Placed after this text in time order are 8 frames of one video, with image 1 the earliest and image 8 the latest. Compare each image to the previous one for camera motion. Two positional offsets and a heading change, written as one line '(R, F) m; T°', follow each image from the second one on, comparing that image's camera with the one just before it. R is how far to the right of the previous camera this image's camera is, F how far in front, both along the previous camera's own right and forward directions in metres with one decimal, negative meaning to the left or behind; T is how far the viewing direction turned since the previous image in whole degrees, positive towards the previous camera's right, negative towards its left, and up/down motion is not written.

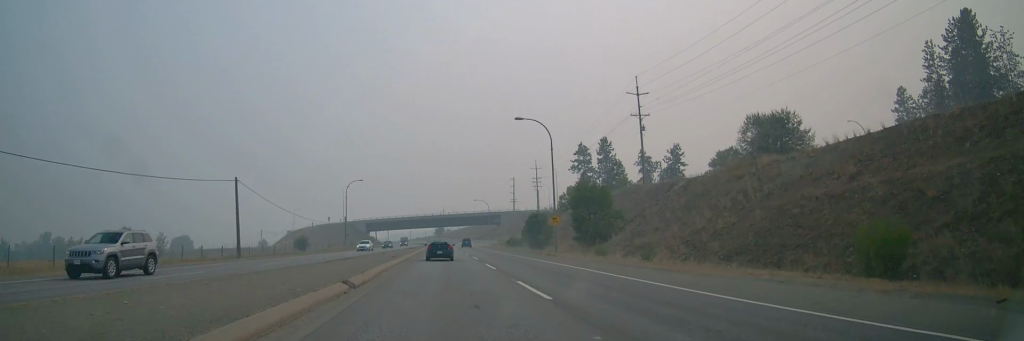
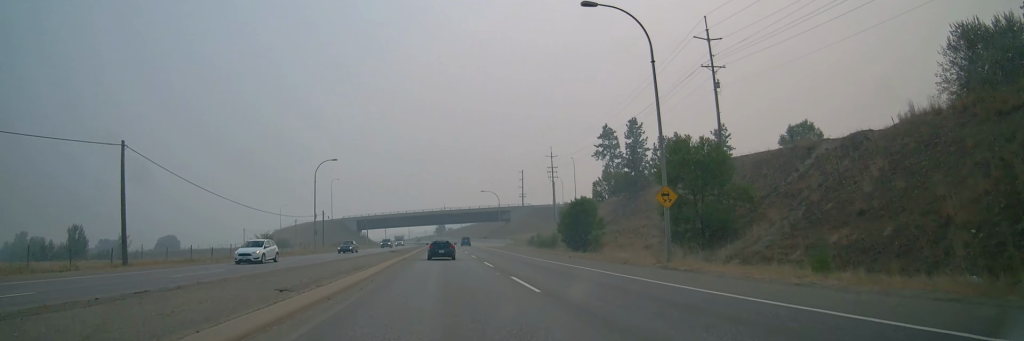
(+0.1, +24.3) m; 0°
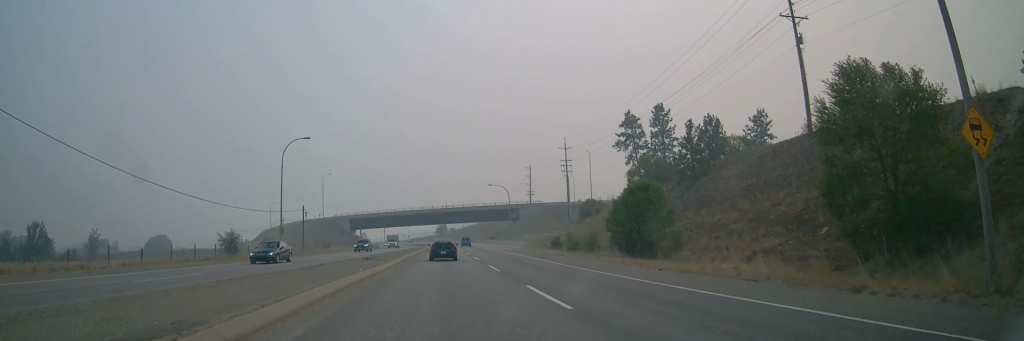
(0.0, +15.9) m; 0°
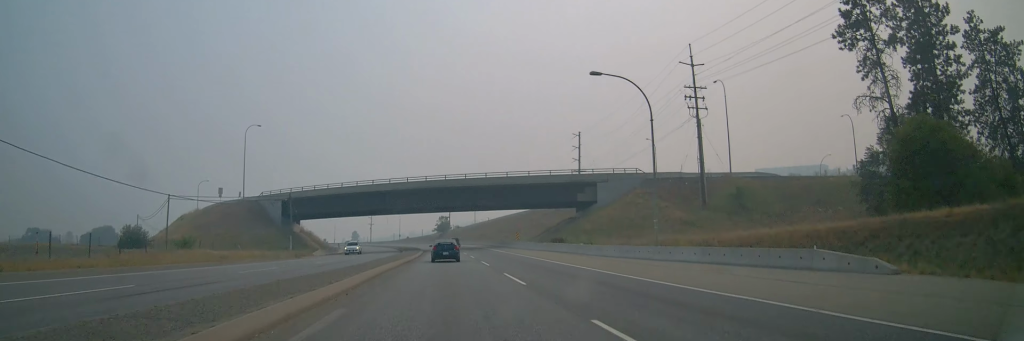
(-0.1, +72.4) m; 0°
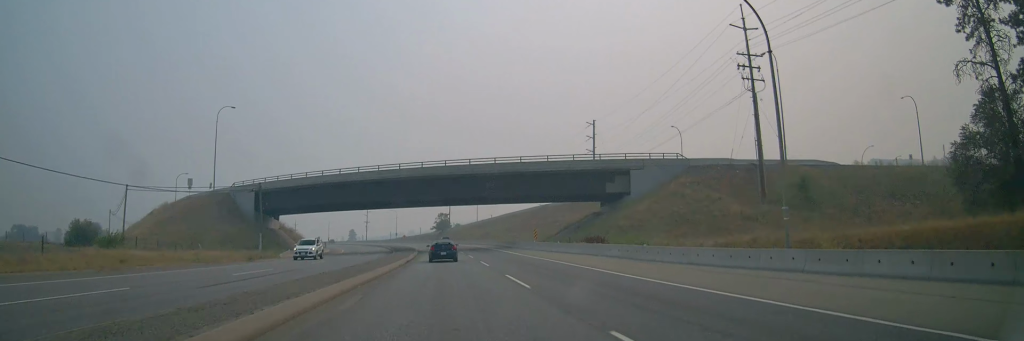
(0.0, +13.8) m; 0°
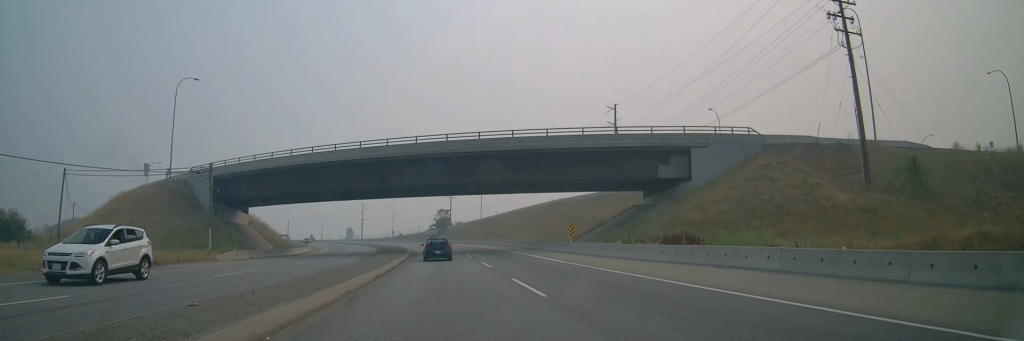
(+0.2, +15.5) m; -1°
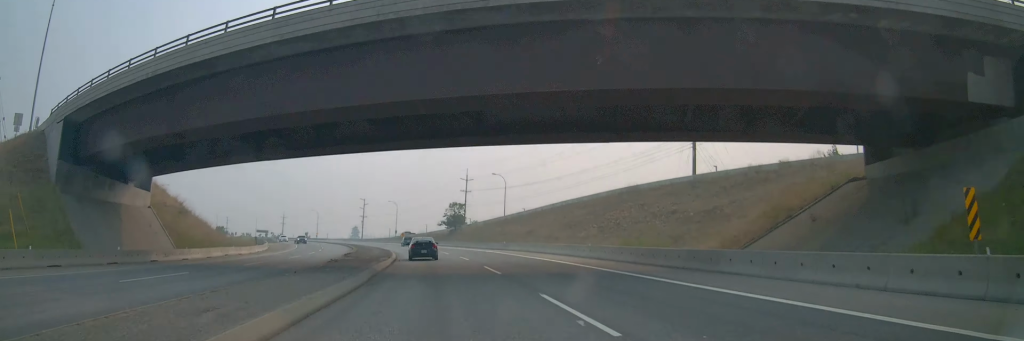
(-0.9, +30.6) m; -2°
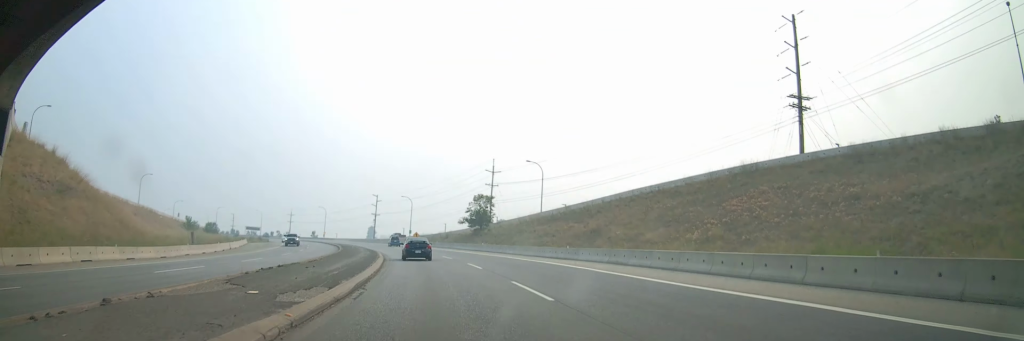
(0.0, +21.5) m; -2°
